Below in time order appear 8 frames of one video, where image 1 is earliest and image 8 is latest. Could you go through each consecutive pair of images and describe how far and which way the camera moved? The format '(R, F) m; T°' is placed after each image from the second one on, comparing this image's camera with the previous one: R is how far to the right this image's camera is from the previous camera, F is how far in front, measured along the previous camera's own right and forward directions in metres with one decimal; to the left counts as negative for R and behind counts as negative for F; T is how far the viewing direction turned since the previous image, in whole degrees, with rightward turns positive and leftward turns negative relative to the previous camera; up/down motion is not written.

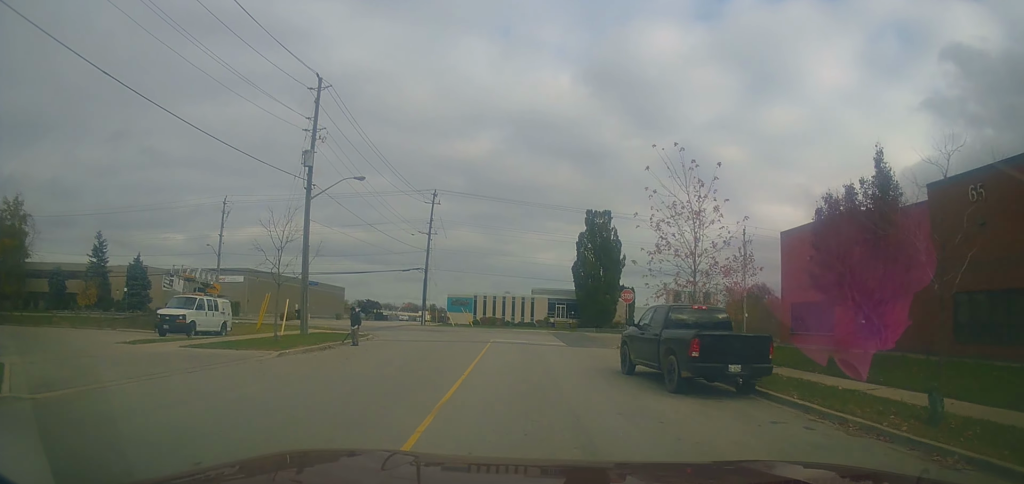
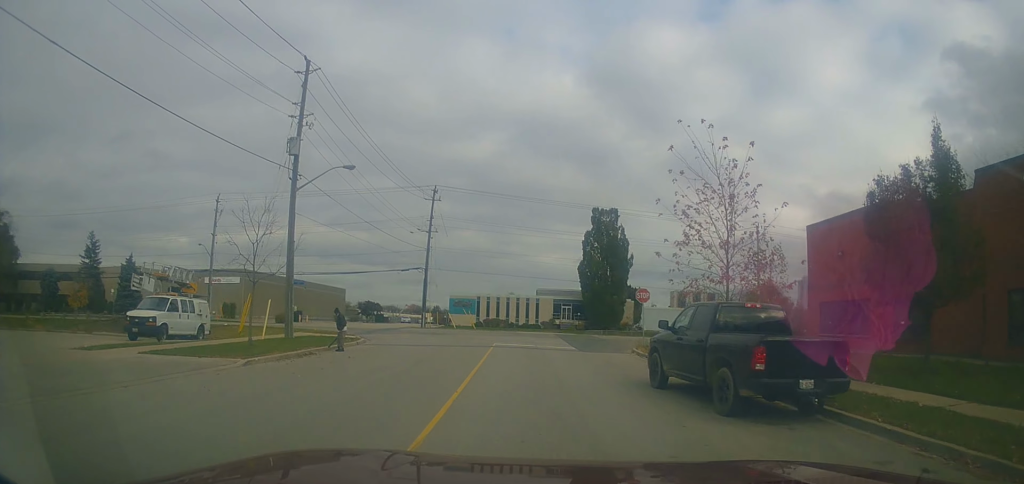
(-0.1, +2.9) m; 0°
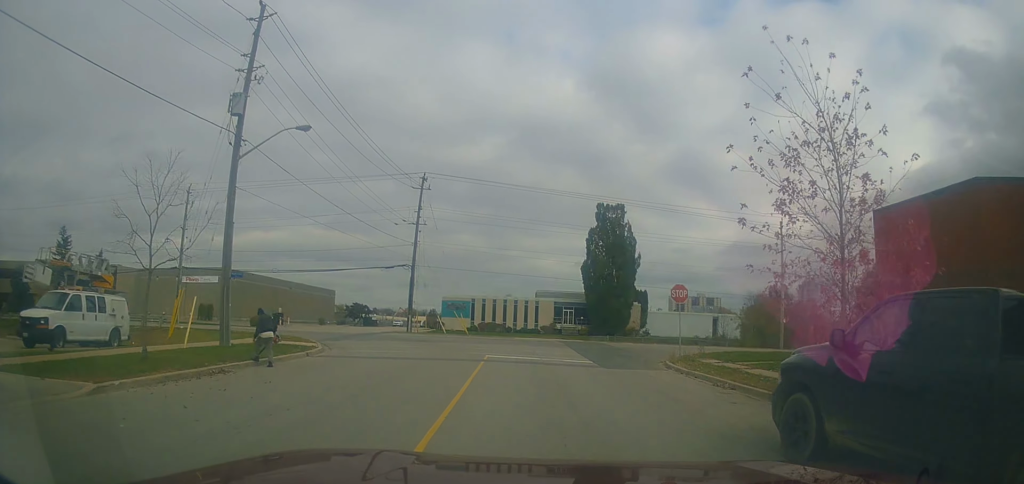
(+0.2, +6.8) m; -1°
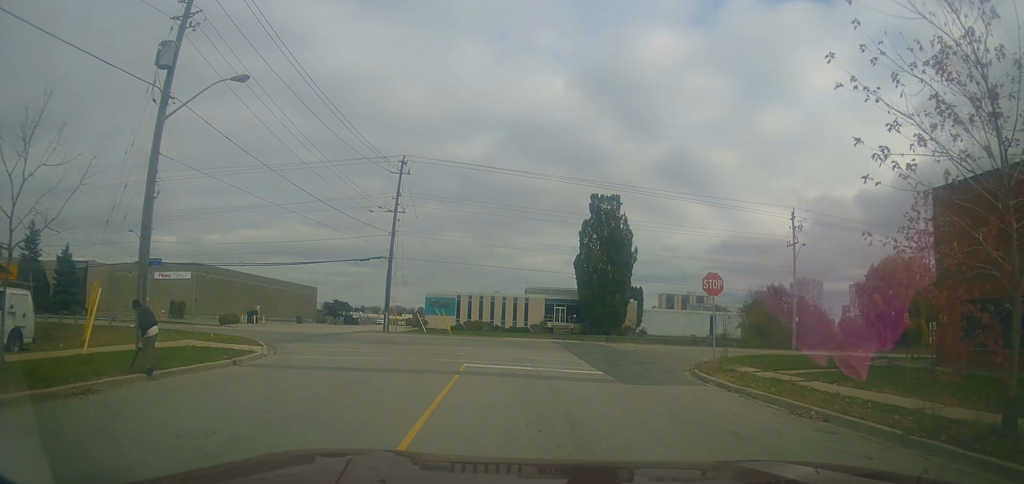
(-0.3, +5.2) m; 0°
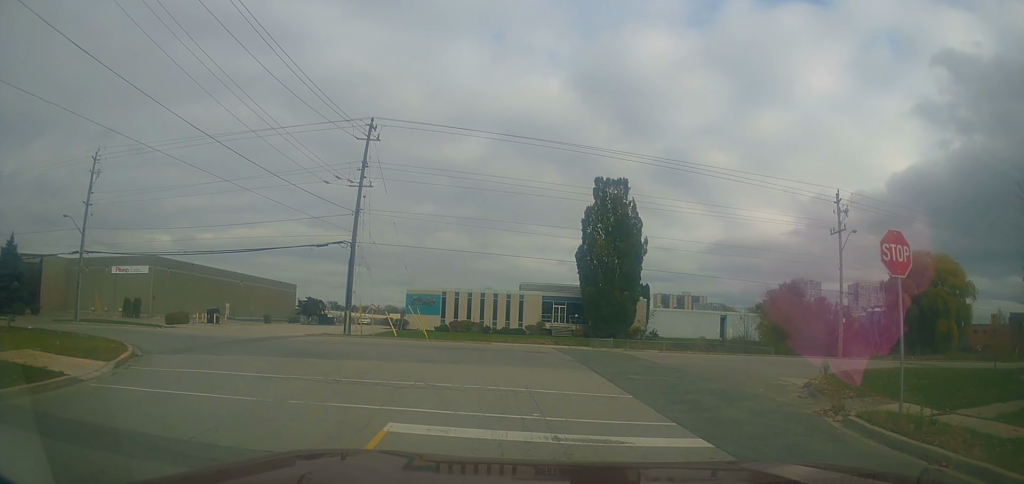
(+0.7, +9.8) m; +4°
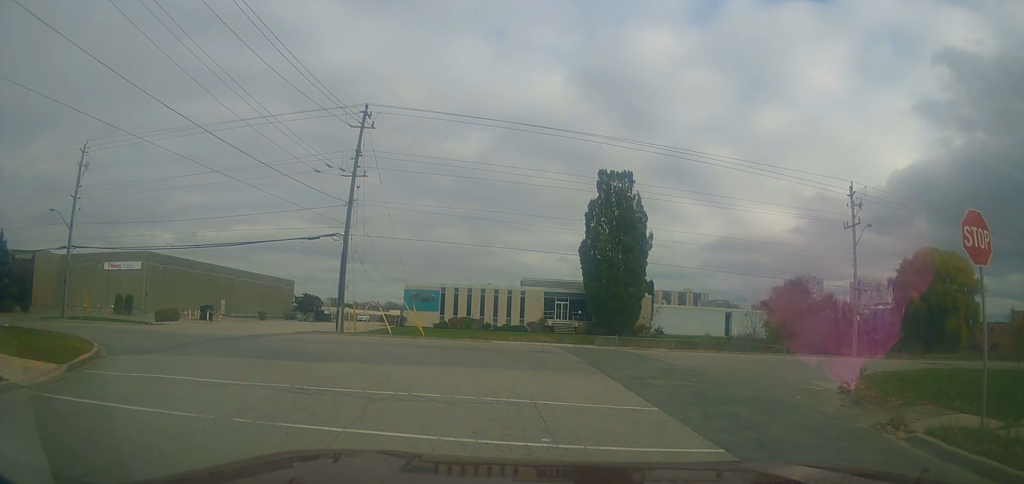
(0.0, +2.3) m; +2°
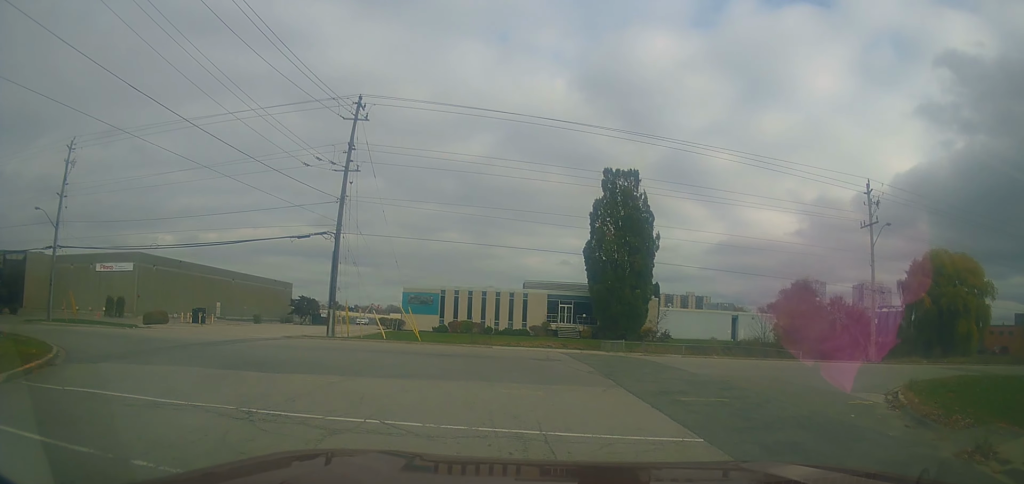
(+0.2, +3.7) m; +2°
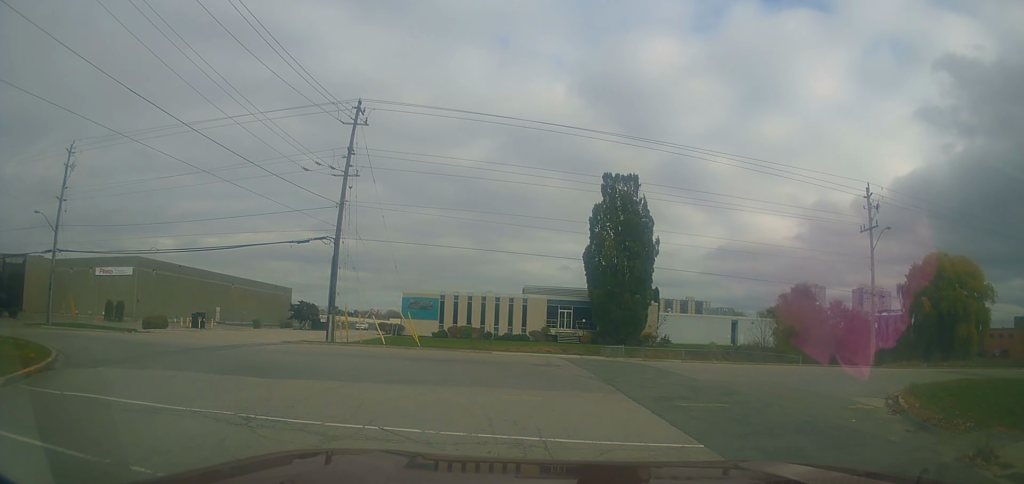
(+0.1, +0.9) m; 0°
